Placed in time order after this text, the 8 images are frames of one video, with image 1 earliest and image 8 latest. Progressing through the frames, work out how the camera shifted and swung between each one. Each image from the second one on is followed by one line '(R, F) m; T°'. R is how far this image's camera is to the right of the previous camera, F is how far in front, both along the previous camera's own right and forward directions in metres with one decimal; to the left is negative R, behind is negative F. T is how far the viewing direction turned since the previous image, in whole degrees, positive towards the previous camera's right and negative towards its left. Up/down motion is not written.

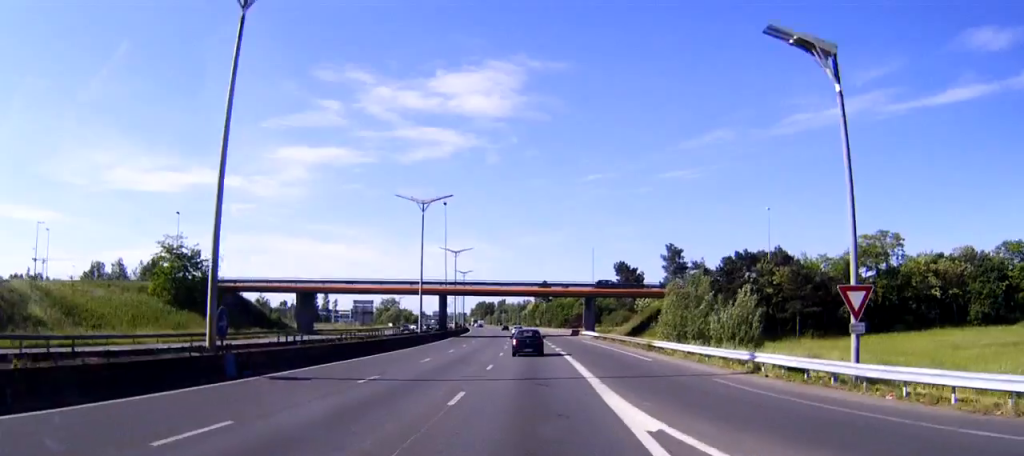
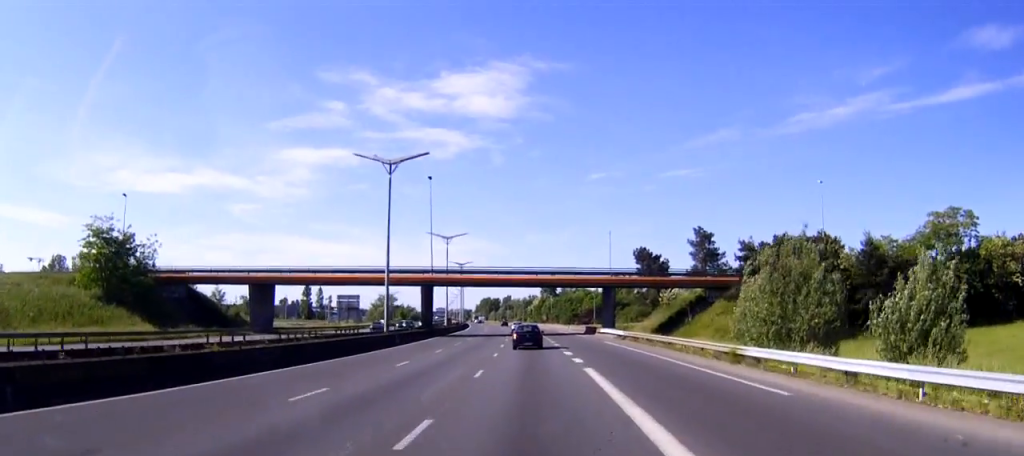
(-0.1, +19.7) m; -1°
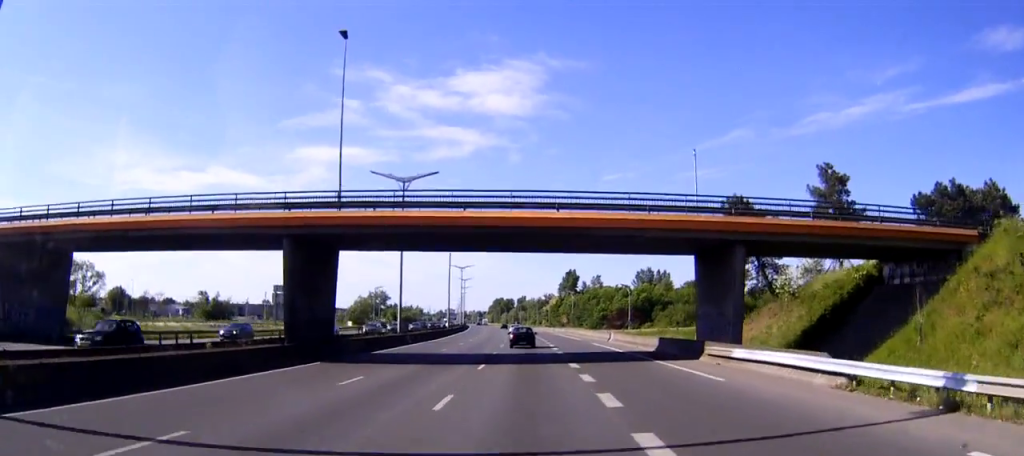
(-0.8, +47.0) m; -1°
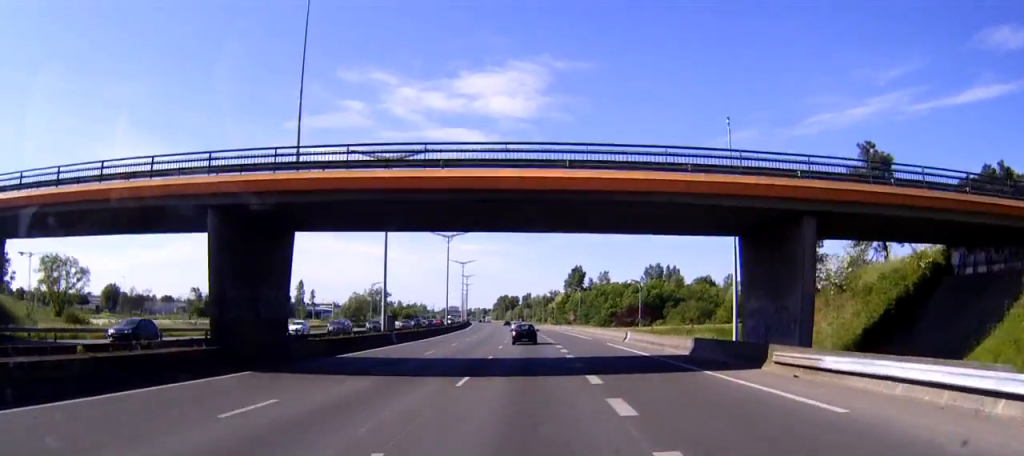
(0.0, +8.6) m; 0°
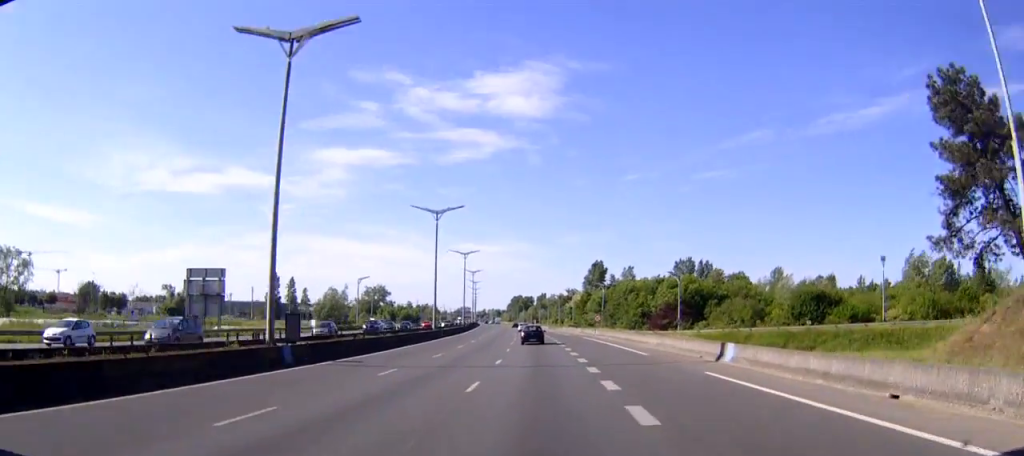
(0.0, +26.6) m; -1°
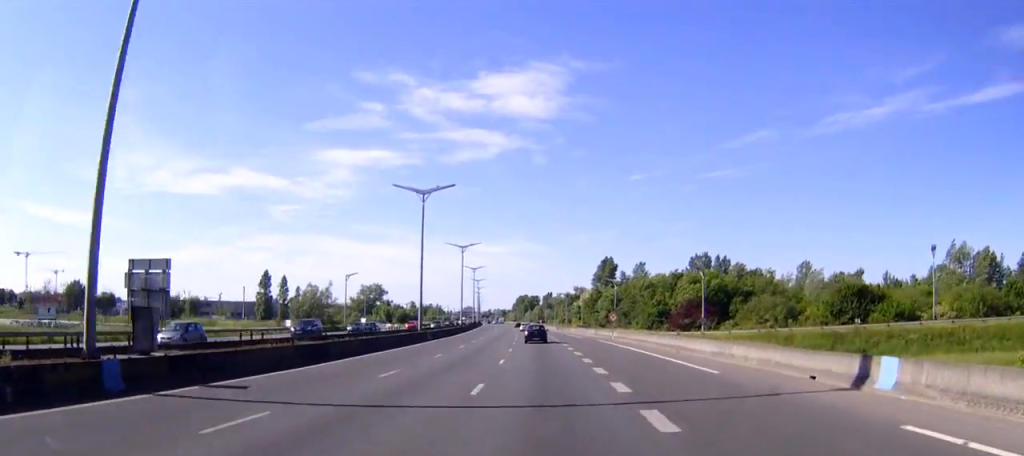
(-0.2, +13.9) m; -1°
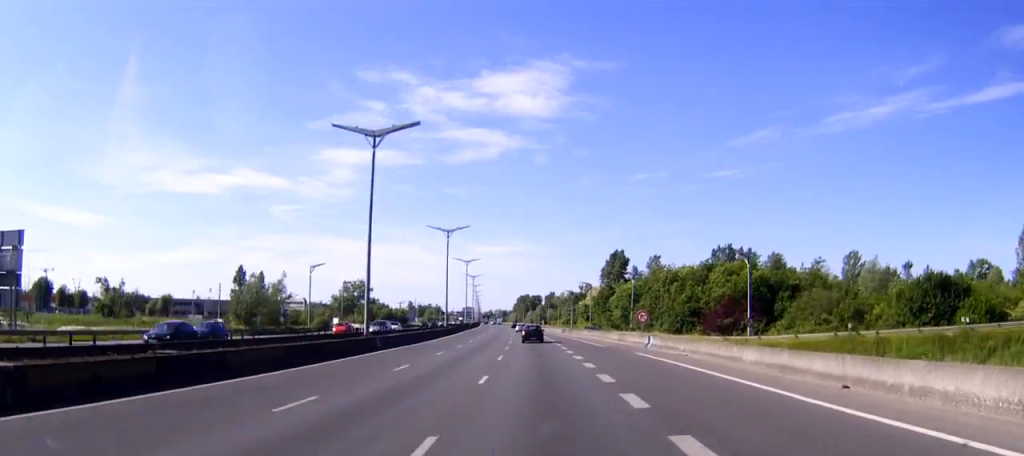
(-0.2, +22.9) m; -1°
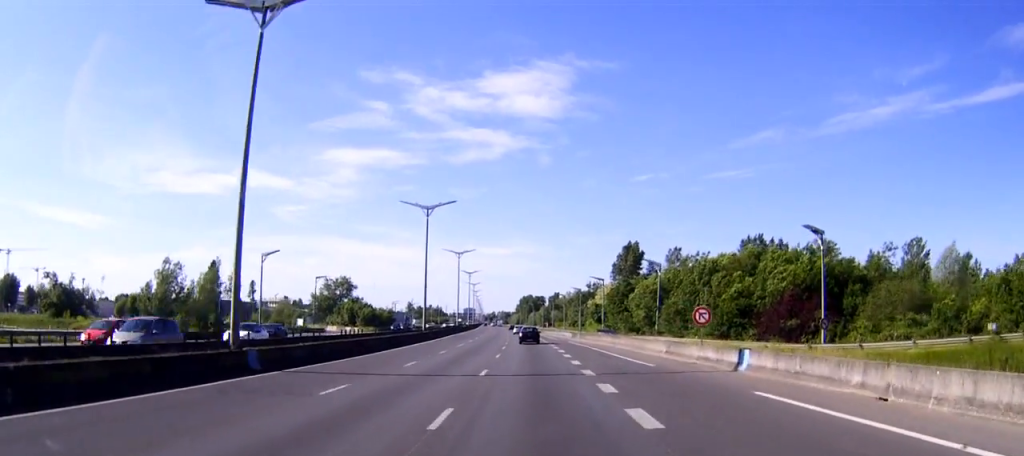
(0.0, +22.1) m; 0°
